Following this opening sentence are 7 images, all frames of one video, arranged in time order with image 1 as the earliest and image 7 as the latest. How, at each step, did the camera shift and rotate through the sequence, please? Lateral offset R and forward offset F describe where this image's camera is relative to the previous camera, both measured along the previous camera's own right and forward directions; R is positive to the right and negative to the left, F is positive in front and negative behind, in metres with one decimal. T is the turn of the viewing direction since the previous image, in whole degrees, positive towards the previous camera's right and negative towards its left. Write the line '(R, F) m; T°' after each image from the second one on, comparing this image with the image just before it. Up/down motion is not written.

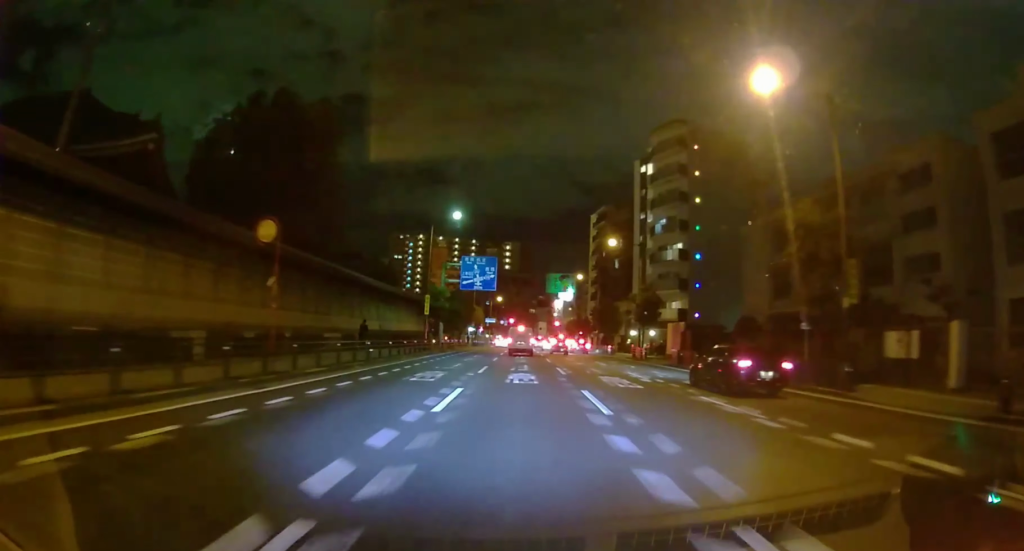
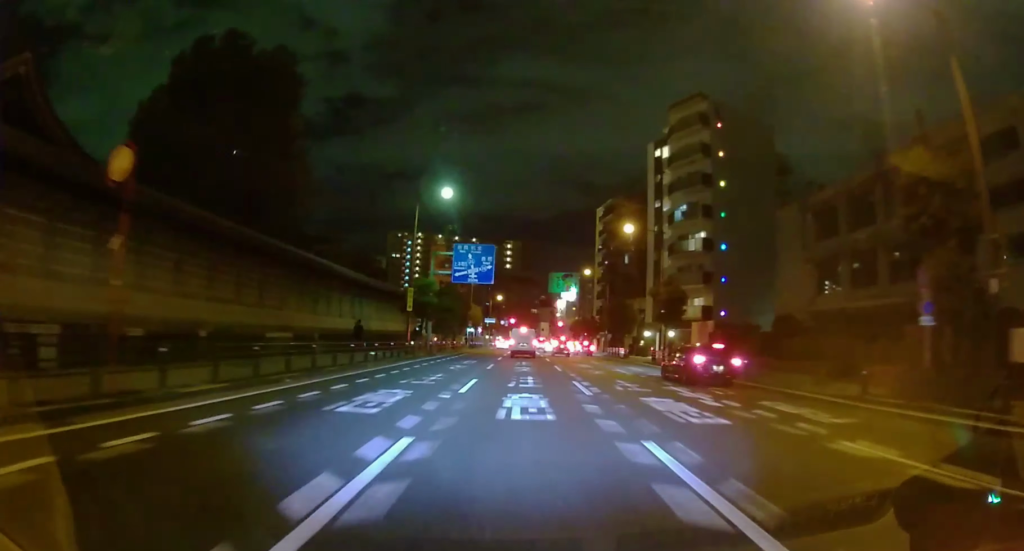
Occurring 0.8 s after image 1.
(-0.2, +6.5) m; -2°
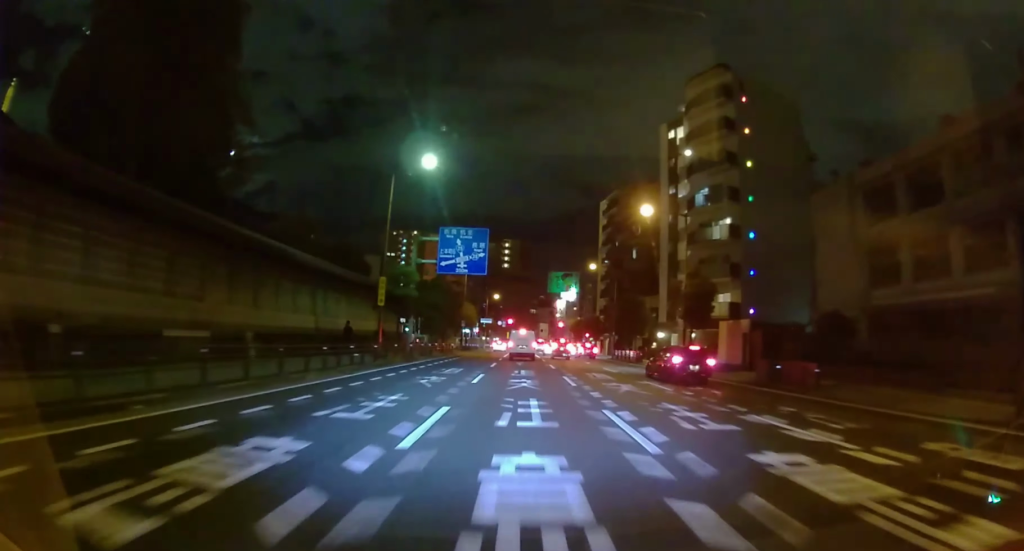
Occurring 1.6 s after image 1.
(0.0, +6.4) m; -1°
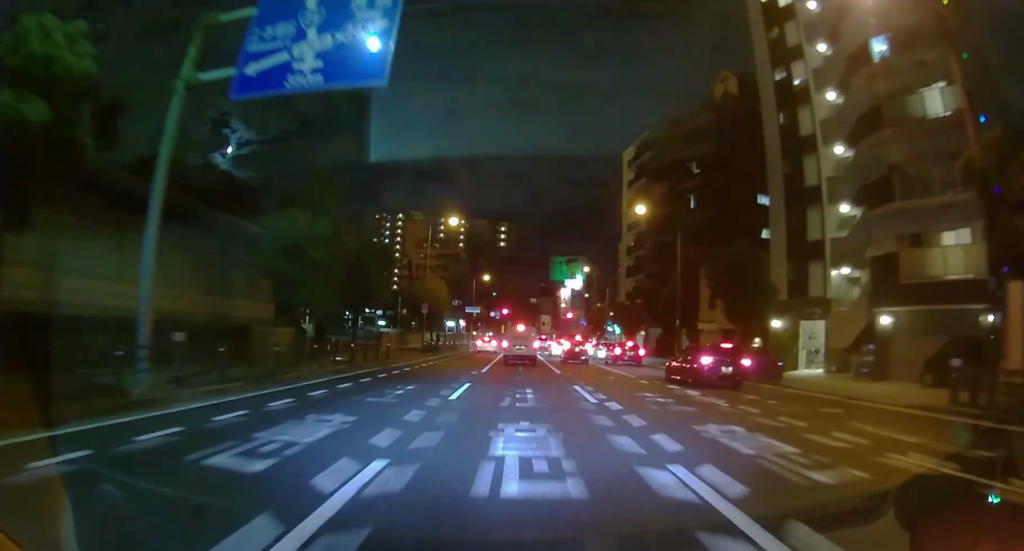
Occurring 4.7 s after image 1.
(+0.3, +23.2) m; +1°
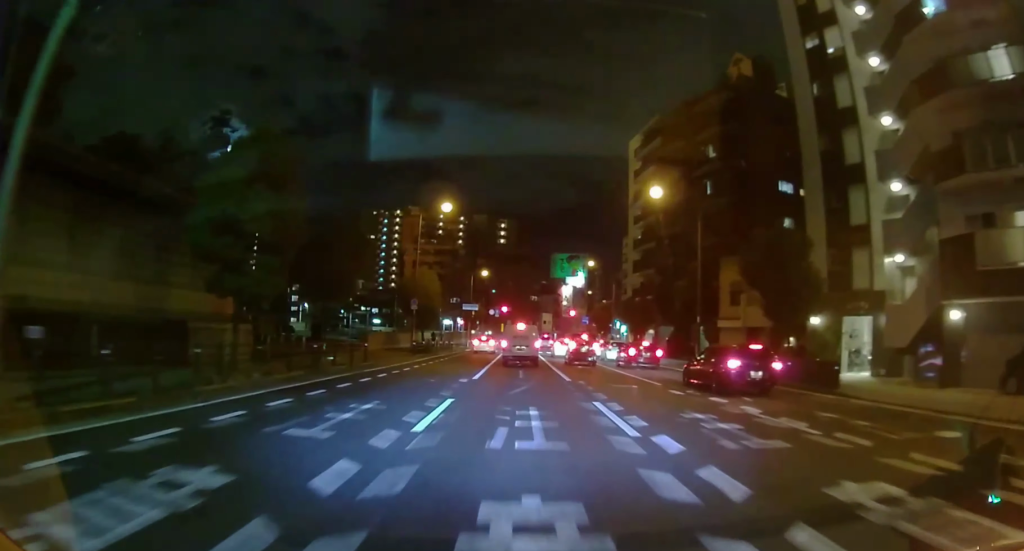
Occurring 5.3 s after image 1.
(-0.1, +3.9) m; -2°
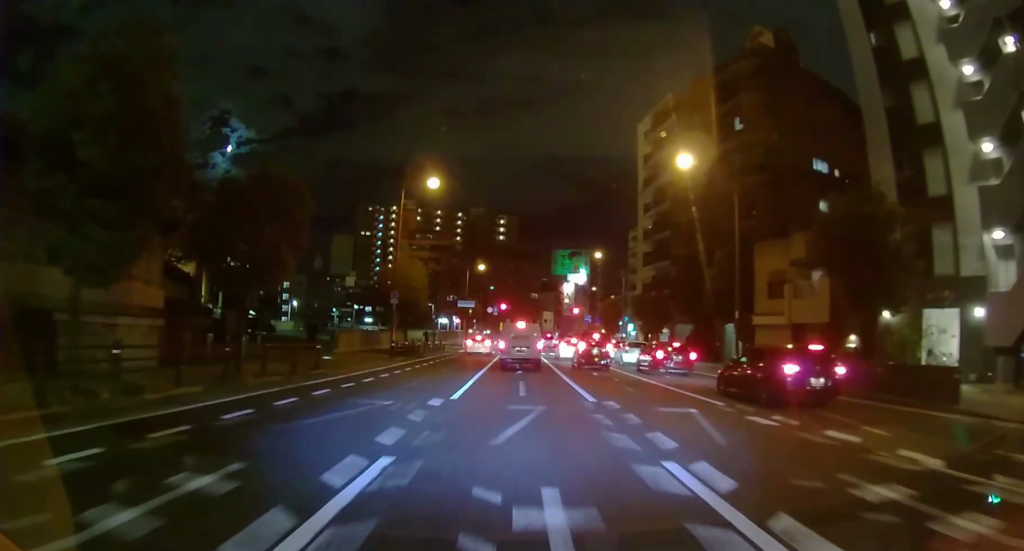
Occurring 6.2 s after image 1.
(-0.1, +5.5) m; -1°
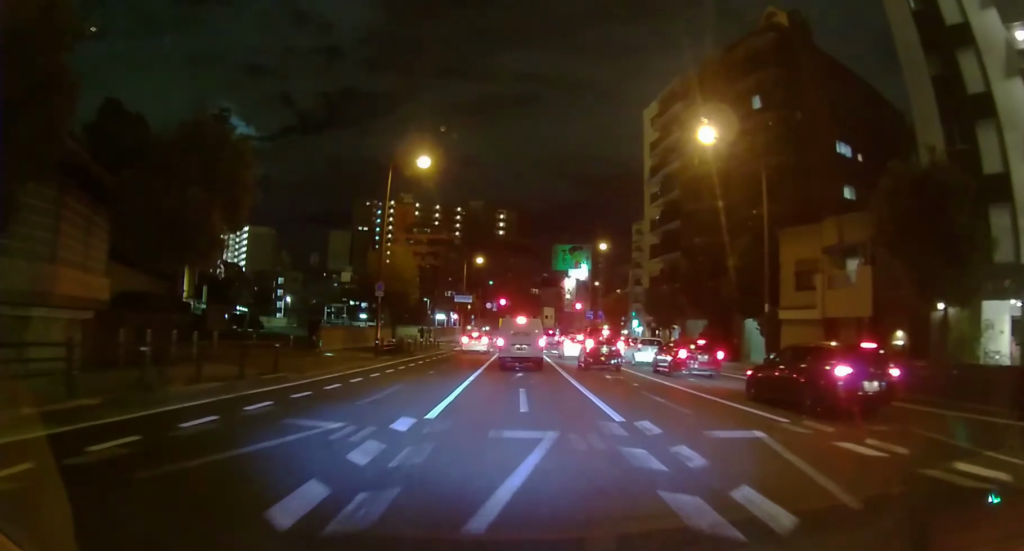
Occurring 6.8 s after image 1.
(0.0, +3.4) m; +1°
